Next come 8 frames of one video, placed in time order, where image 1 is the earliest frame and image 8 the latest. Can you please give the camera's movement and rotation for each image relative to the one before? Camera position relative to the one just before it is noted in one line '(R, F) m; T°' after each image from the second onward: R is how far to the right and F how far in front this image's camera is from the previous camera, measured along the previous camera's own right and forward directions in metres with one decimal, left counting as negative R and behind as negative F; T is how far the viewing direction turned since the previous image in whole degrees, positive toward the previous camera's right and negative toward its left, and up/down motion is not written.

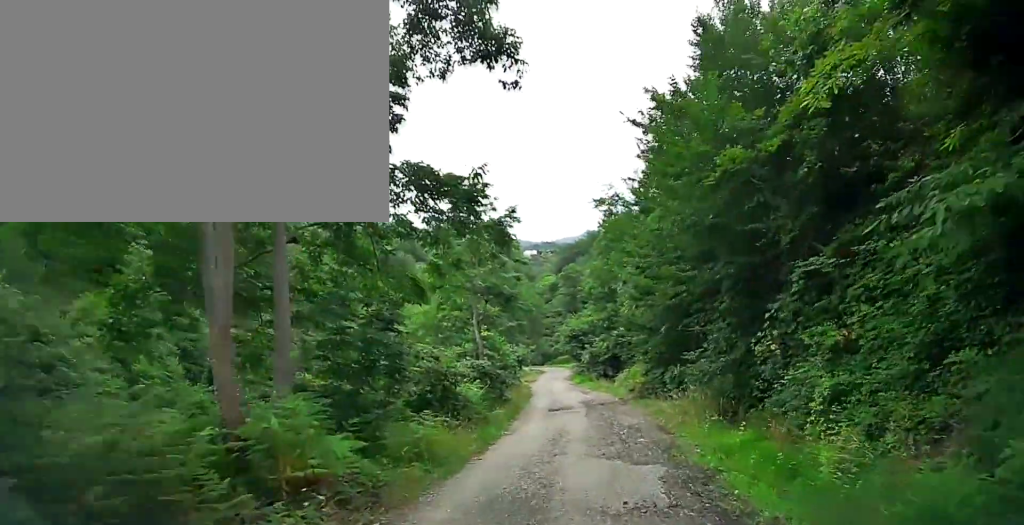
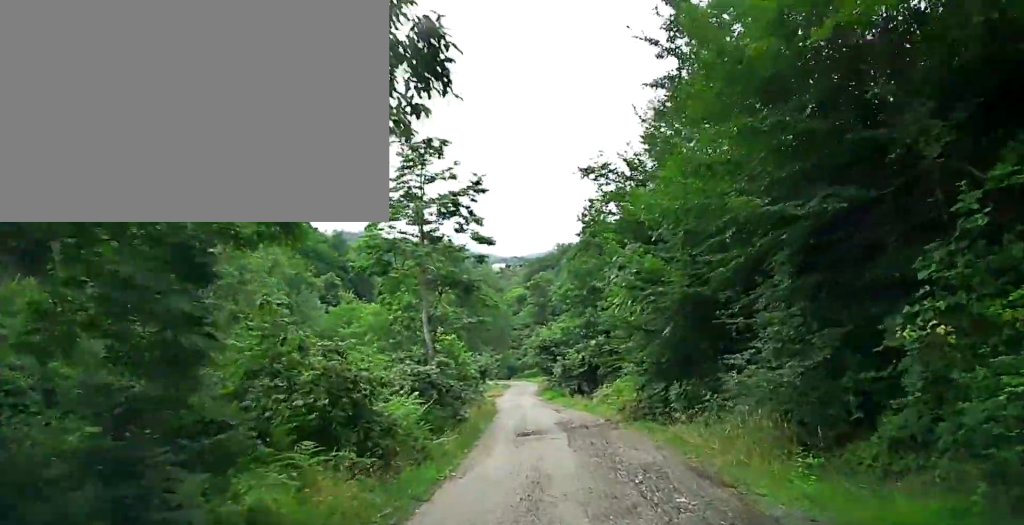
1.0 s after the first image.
(+0.4, +5.2) m; +4°
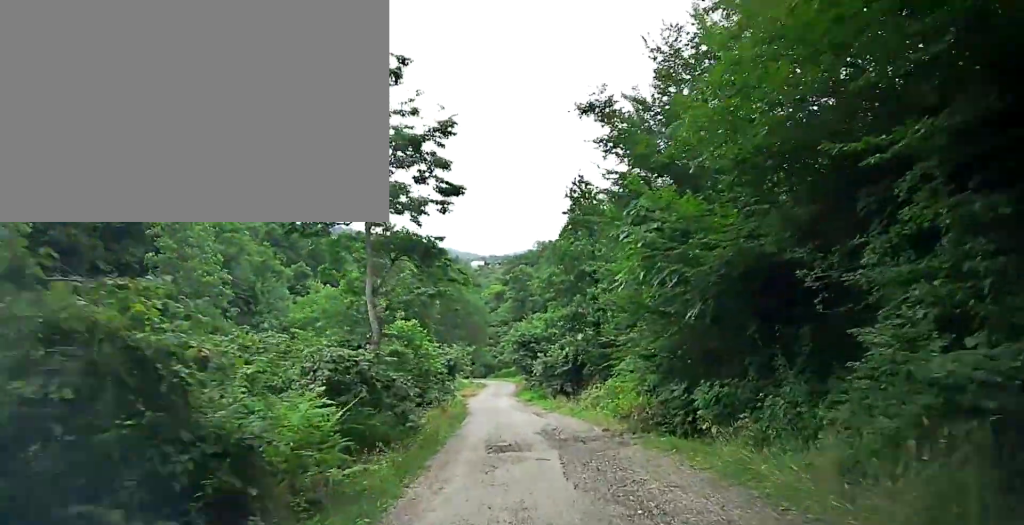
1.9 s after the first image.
(0.0, +4.5) m; +1°
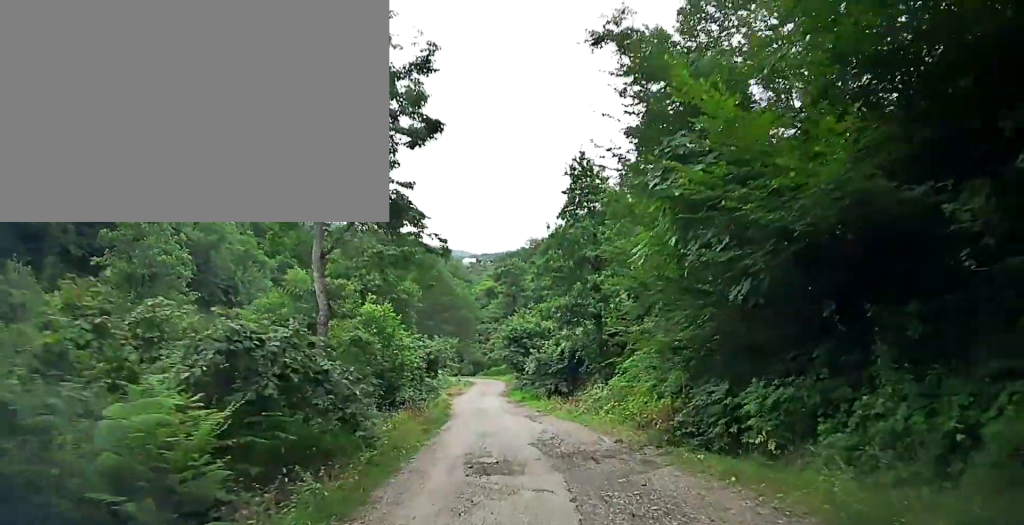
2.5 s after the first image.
(0.0, +3.4) m; +2°
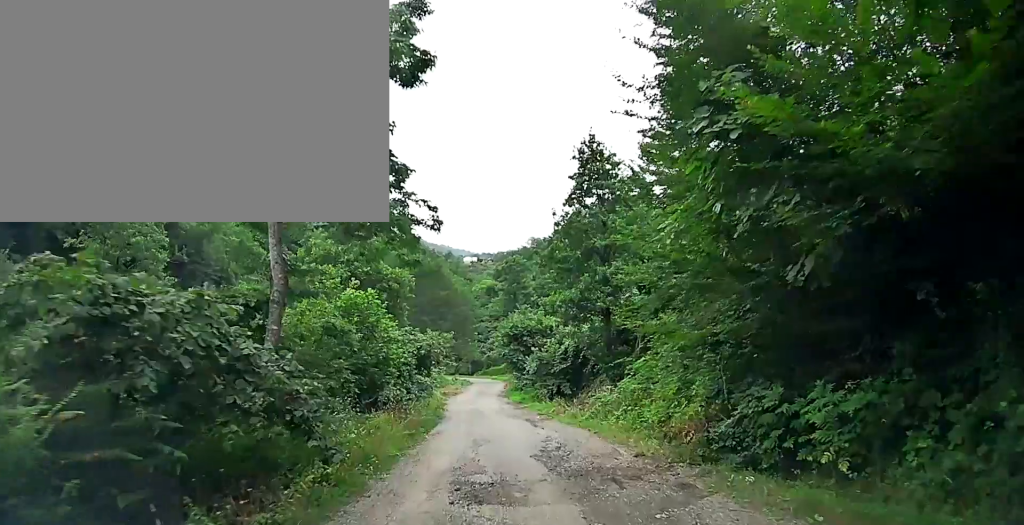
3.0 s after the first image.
(+0.1, +2.3) m; +1°
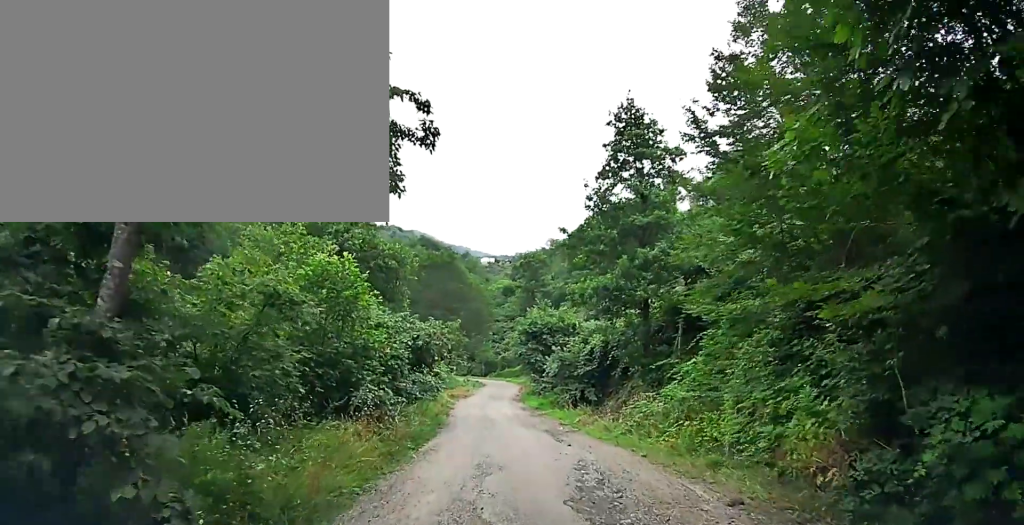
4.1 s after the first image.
(+0.1, +4.8) m; +1°
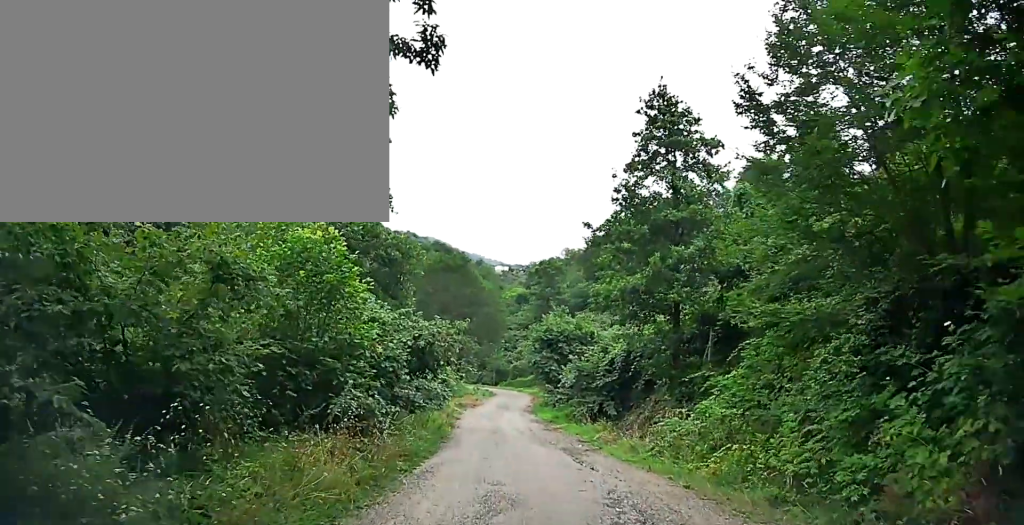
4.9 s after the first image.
(0.0, +2.7) m; -1°
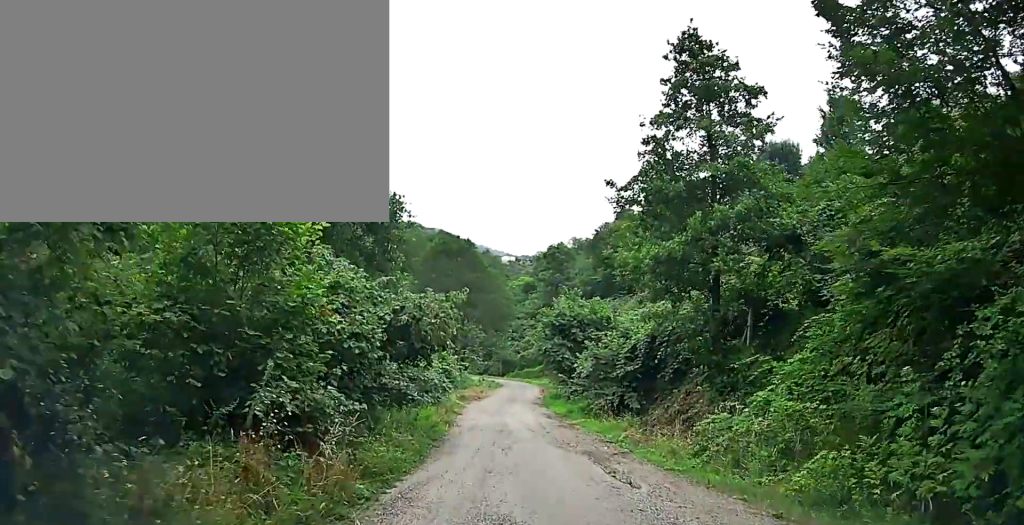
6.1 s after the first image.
(0.0, +3.0) m; -2°
